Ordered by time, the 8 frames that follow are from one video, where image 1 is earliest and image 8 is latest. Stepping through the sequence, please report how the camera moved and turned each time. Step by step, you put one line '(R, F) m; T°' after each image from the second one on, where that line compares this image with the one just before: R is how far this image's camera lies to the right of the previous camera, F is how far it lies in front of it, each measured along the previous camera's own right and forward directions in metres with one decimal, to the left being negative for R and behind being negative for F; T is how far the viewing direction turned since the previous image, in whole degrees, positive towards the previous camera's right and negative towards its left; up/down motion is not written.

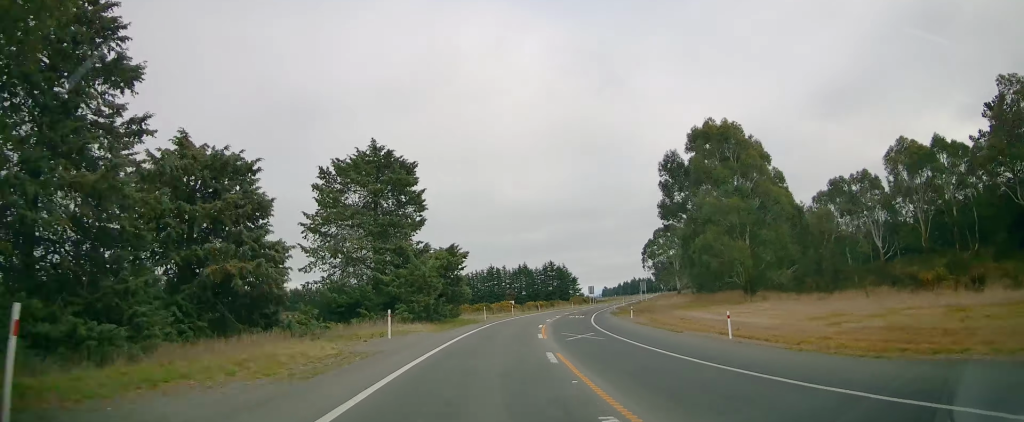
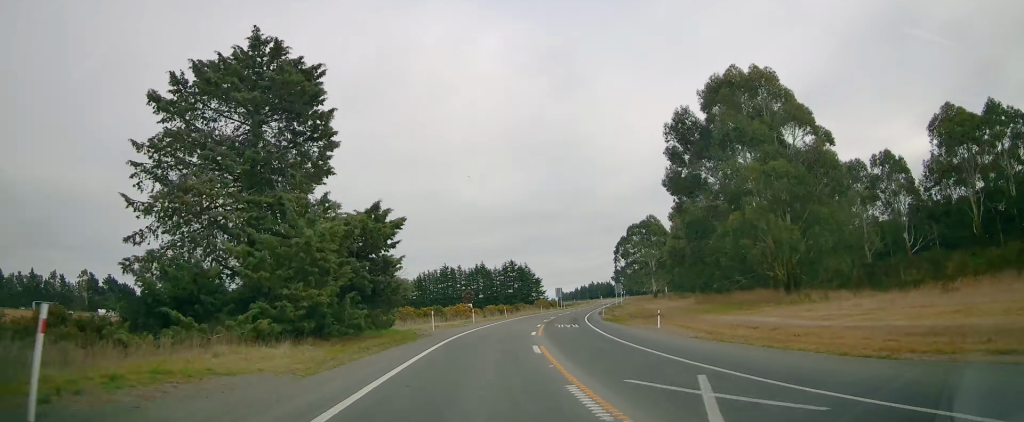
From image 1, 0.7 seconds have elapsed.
(+0.8, +17.0) m; +6°
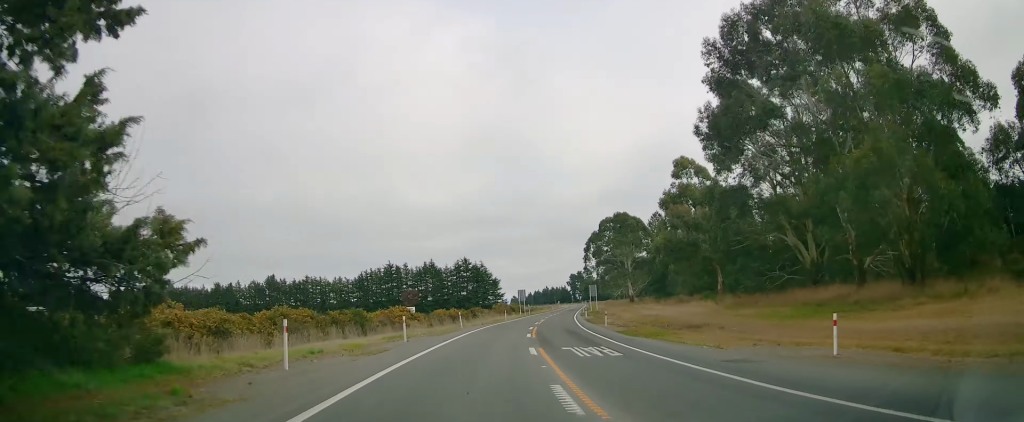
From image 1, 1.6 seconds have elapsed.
(+1.3, +19.5) m; +5°
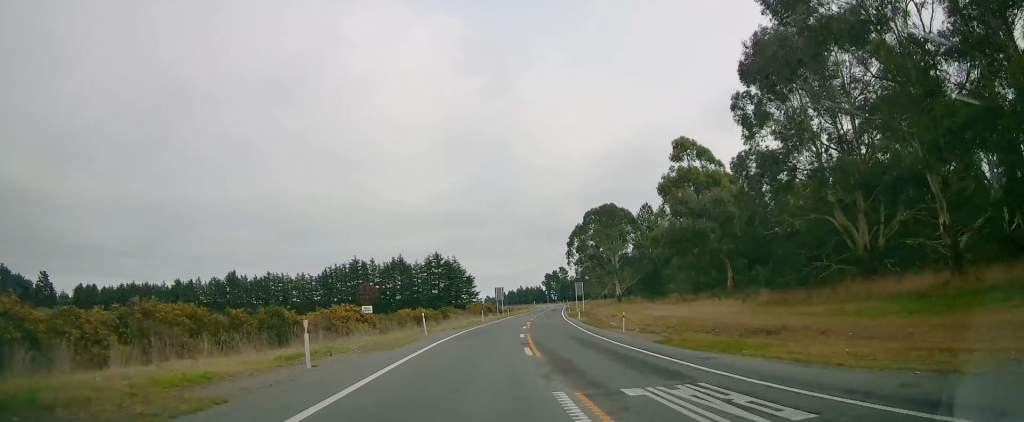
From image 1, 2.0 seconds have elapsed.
(+0.3, +10.8) m; +2°
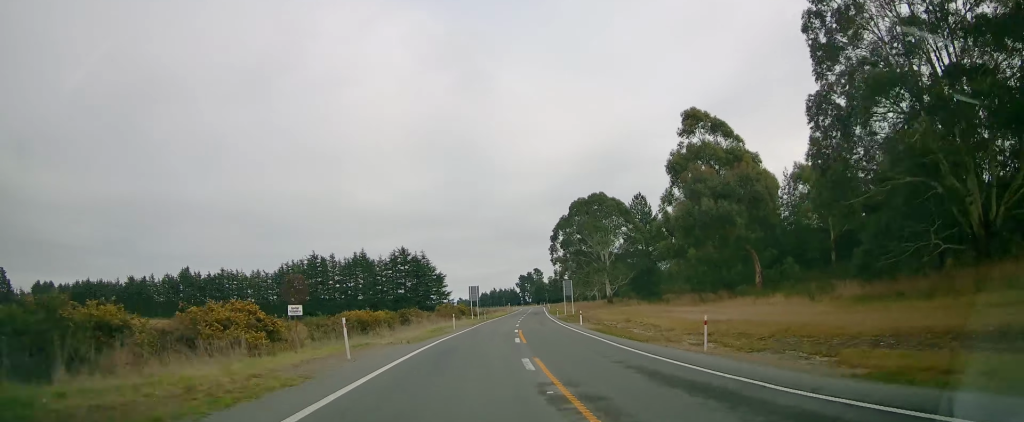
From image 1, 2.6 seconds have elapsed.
(+0.1, +13.2) m; +2°
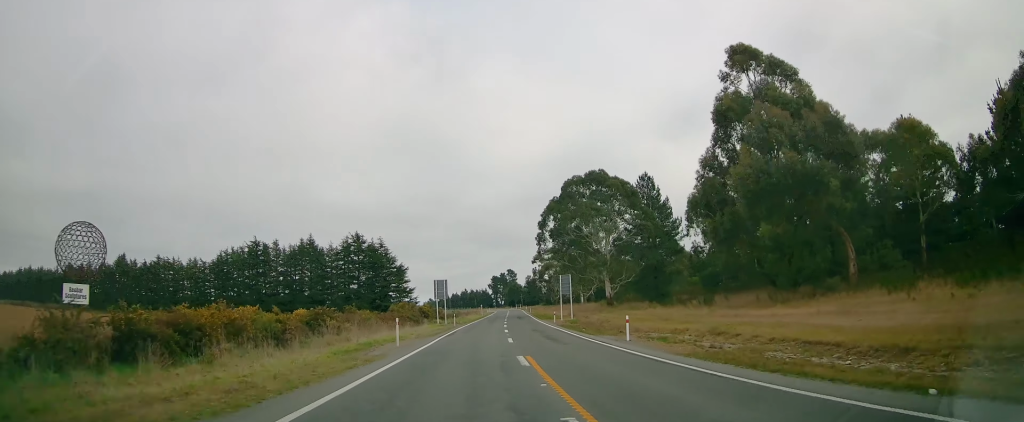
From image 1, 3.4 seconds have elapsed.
(+0.3, +18.7) m; +5°
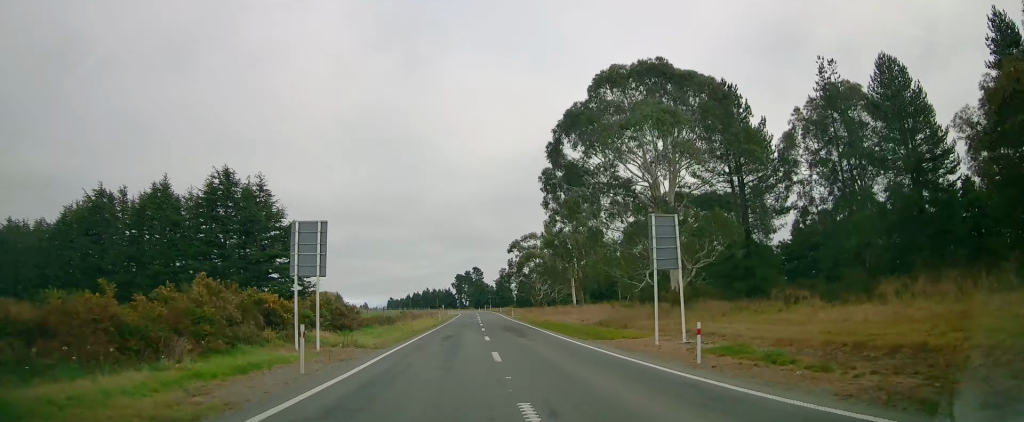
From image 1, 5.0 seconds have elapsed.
(+3.1, +38.0) m; +6°
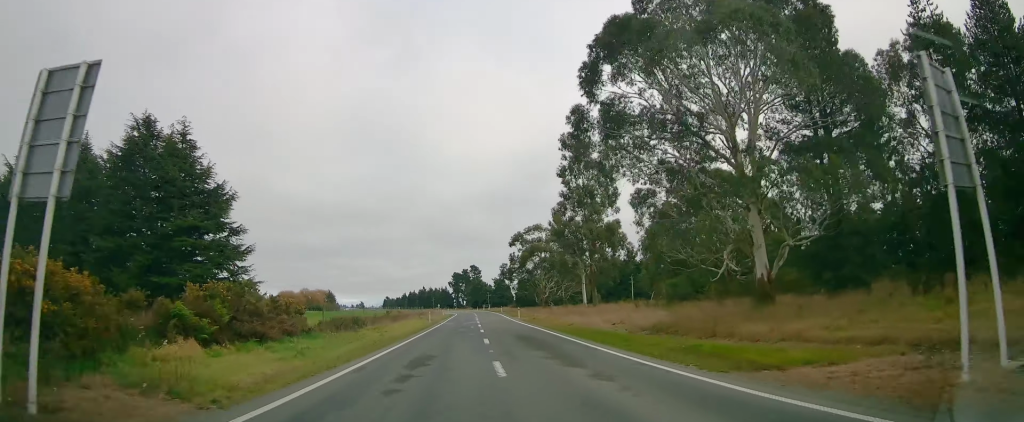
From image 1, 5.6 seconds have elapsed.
(+0.1, +13.7) m; +1°
